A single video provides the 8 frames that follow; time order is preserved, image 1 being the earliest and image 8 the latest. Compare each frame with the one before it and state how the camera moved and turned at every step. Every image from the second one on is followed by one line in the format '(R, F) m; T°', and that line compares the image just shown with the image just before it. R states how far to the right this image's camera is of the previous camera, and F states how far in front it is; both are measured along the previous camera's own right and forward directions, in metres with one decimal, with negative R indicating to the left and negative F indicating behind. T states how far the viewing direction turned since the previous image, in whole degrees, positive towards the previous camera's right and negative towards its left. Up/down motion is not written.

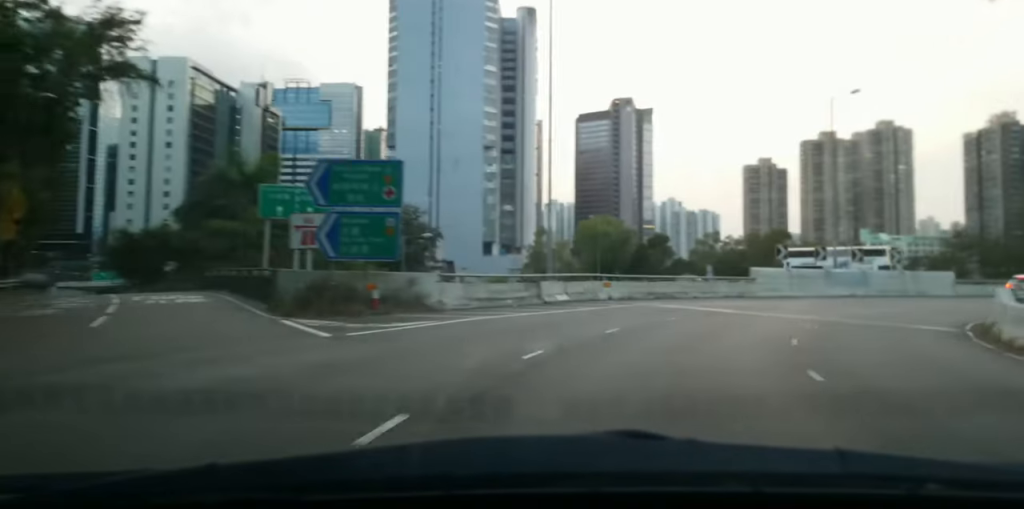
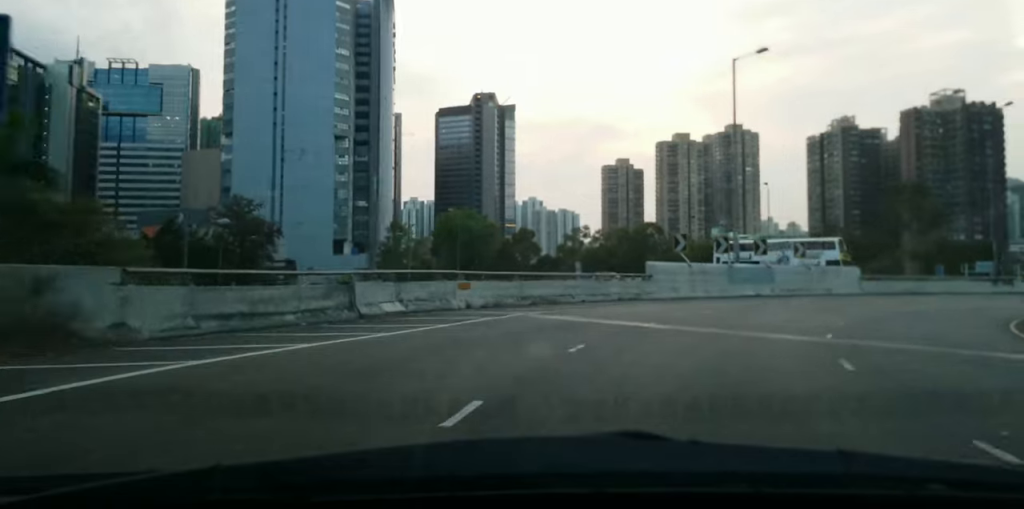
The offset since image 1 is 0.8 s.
(+1.0, +11.2) m; +11°
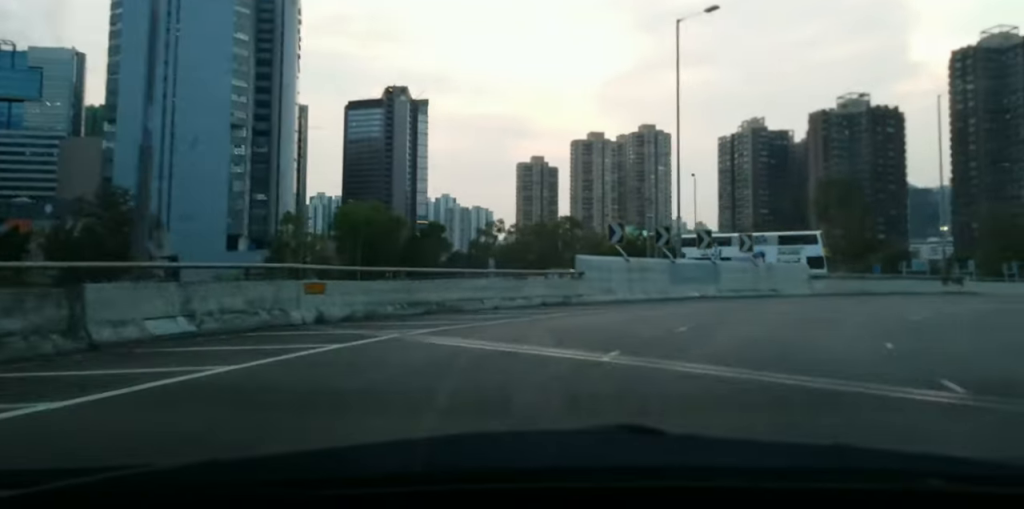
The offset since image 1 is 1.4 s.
(+0.9, +7.9) m; +8°
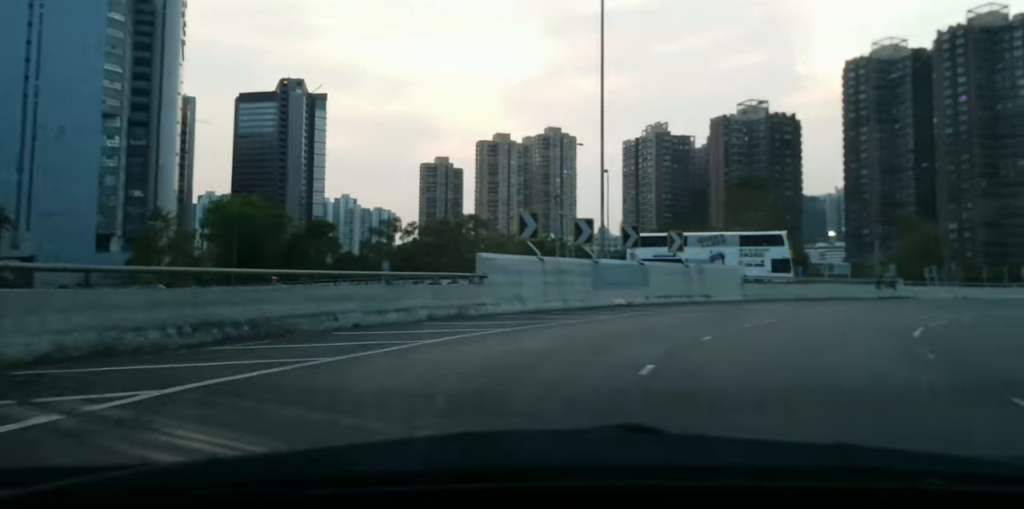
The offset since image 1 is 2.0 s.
(+0.2, +7.4) m; +8°
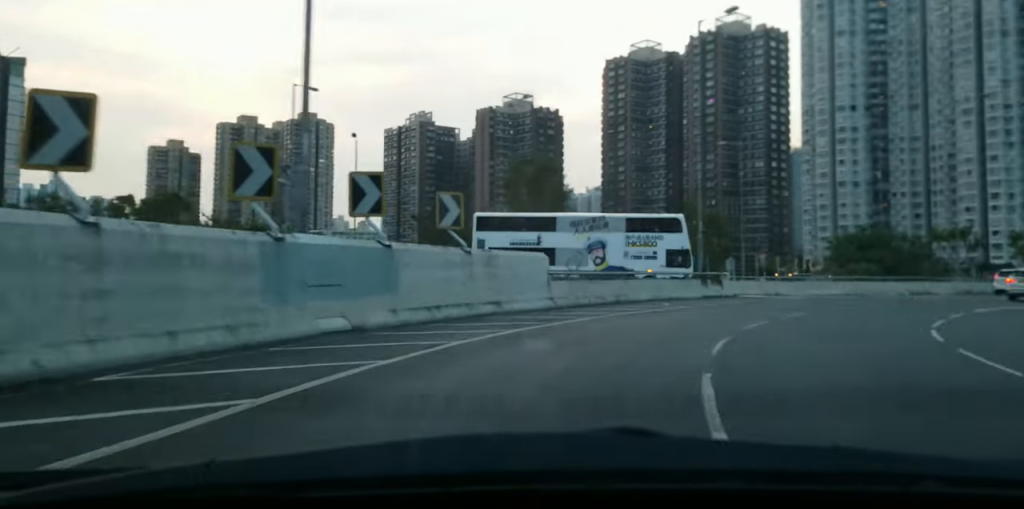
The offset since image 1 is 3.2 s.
(+2.2, +15.2) m; +17°
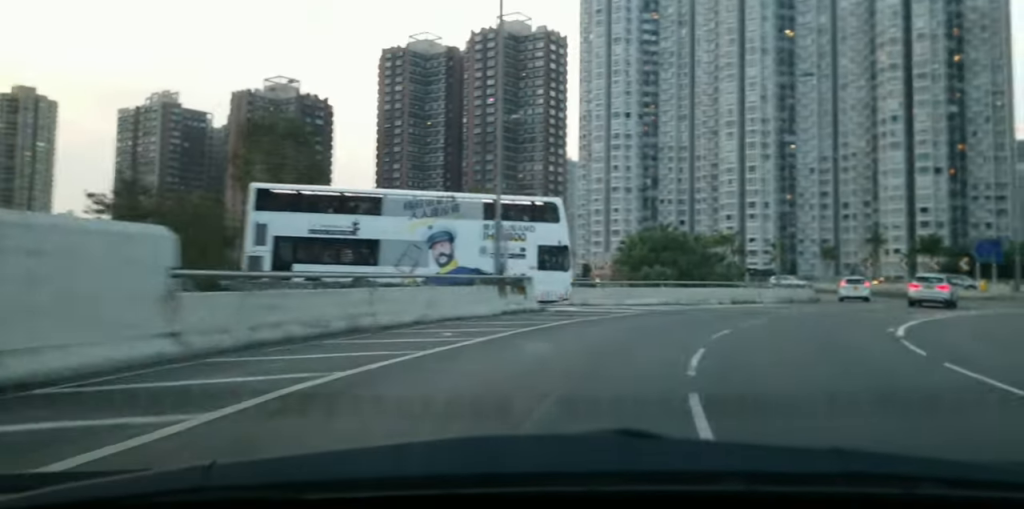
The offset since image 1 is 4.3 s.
(+2.5, +14.4) m; +18°
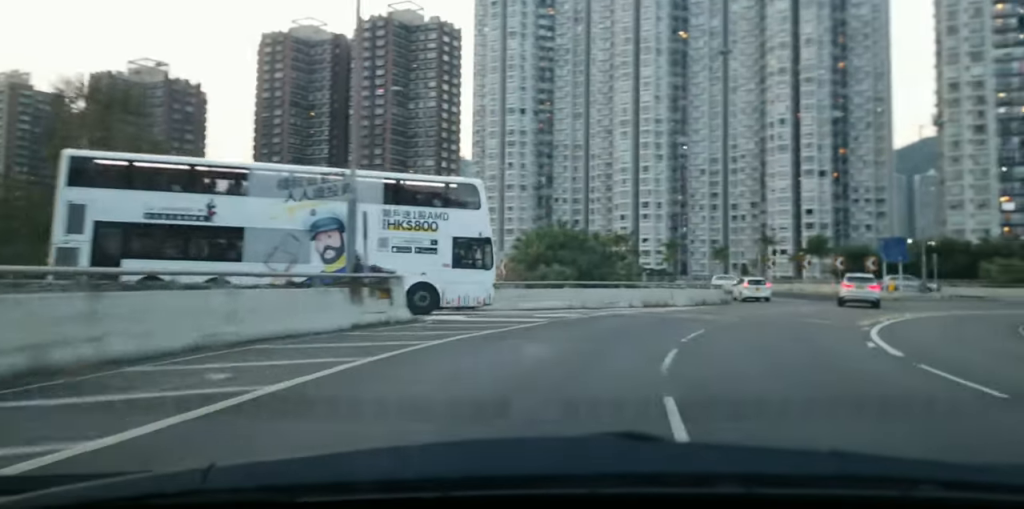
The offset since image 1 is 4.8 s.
(+0.8, +6.3) m; +5°
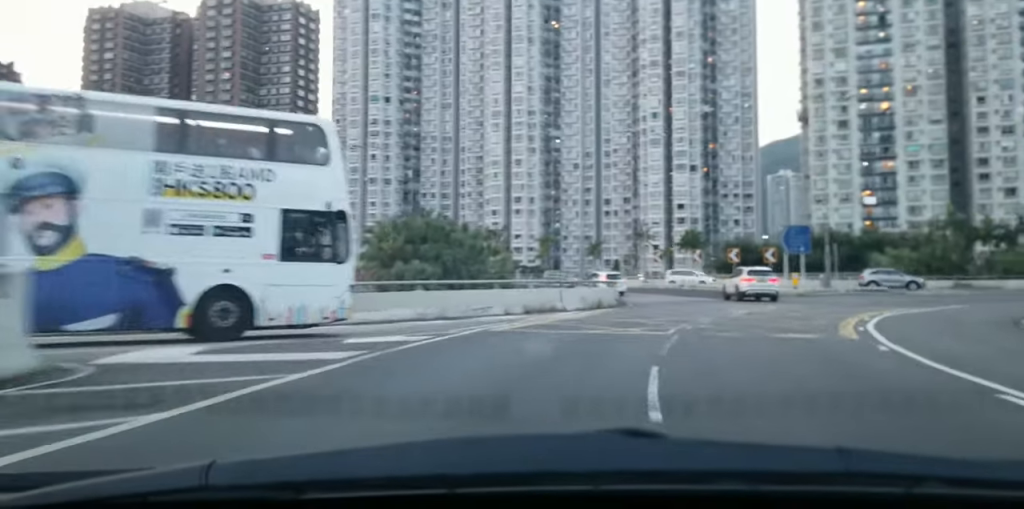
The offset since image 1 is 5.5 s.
(+0.3, +9.9) m; +8°
